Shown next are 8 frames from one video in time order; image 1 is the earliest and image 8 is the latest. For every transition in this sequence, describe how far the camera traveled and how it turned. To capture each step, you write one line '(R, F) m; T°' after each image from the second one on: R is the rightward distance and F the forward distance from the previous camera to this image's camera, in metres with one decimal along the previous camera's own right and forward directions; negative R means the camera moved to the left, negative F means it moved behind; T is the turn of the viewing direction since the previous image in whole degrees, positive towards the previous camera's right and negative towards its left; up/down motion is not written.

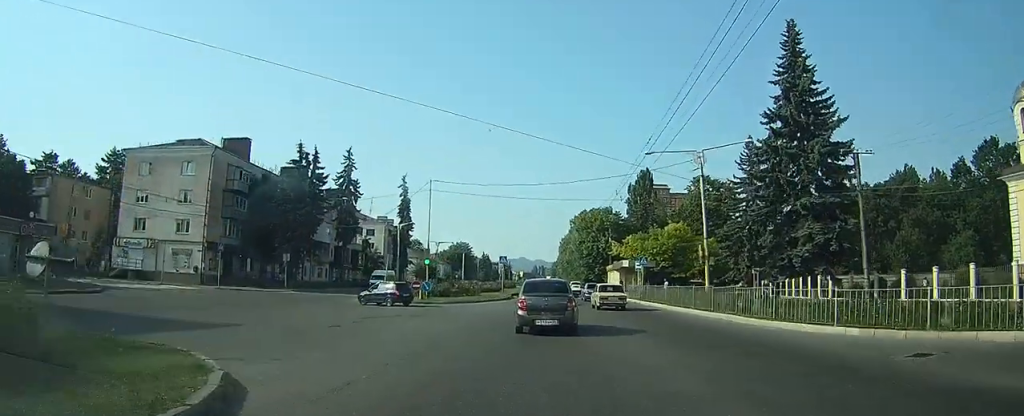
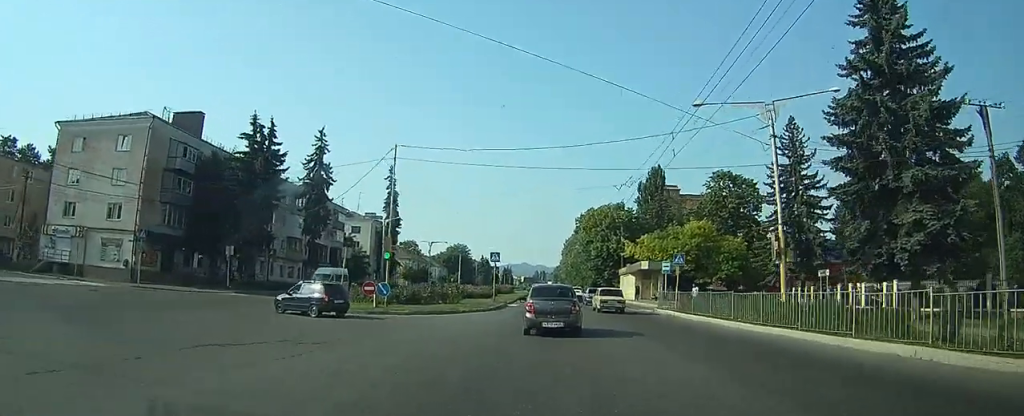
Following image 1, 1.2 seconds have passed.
(+0.1, +11.7) m; +1°
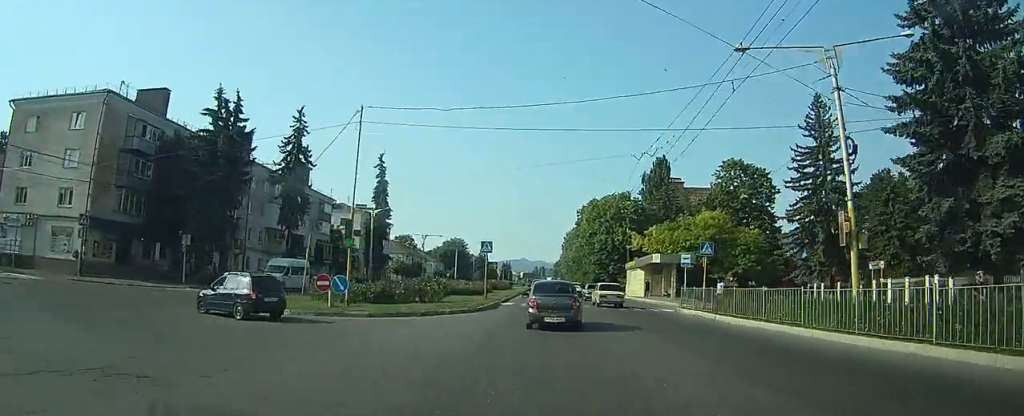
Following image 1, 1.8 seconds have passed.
(0.0, +6.5) m; +1°
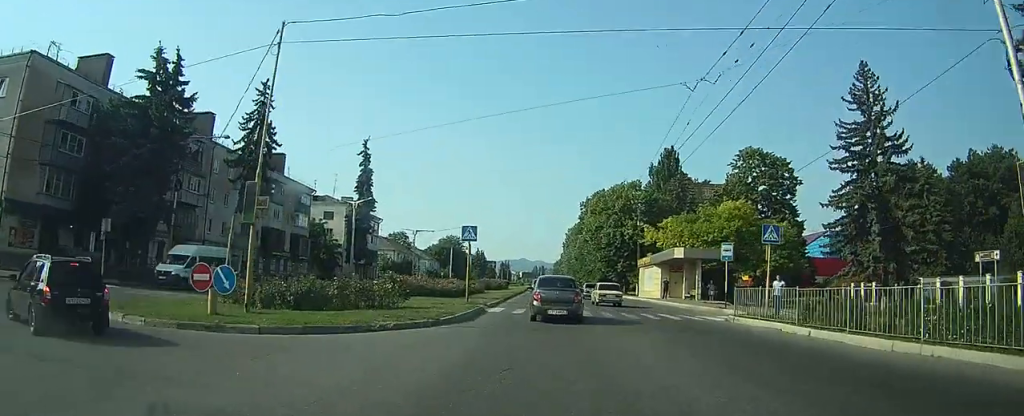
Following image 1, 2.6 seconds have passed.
(0.0, +9.4) m; 0°
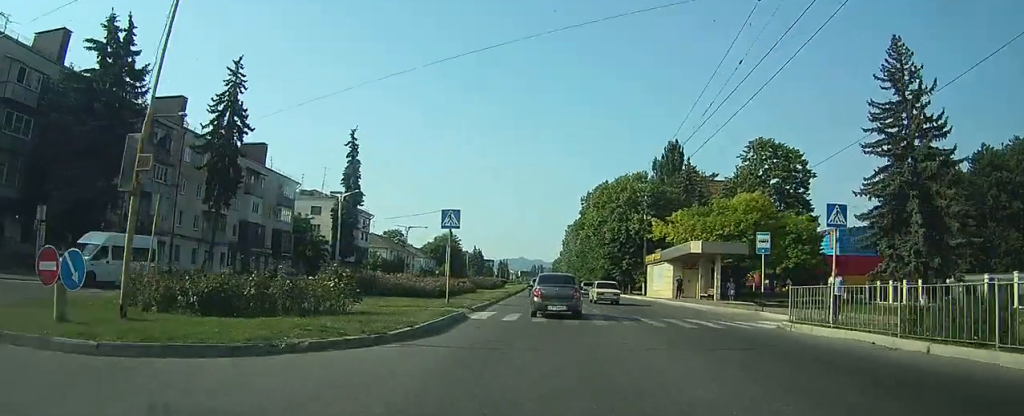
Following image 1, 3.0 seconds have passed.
(0.0, +5.7) m; 0°
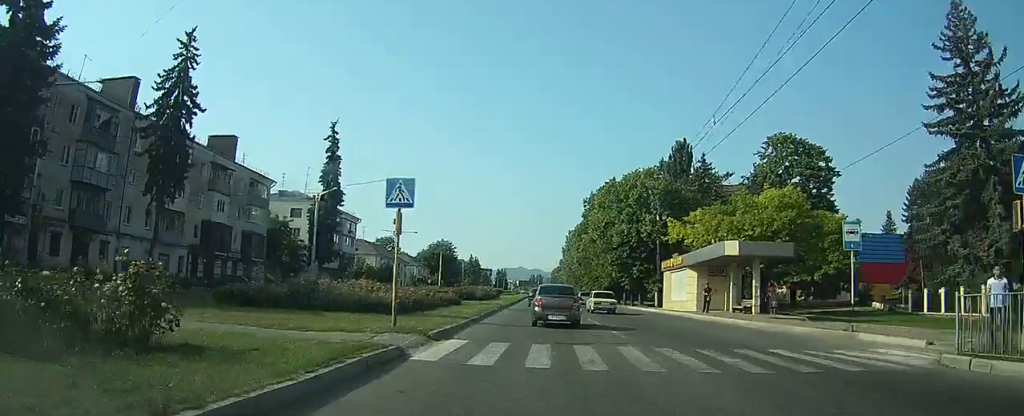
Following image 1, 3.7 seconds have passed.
(0.0, +8.3) m; 0°
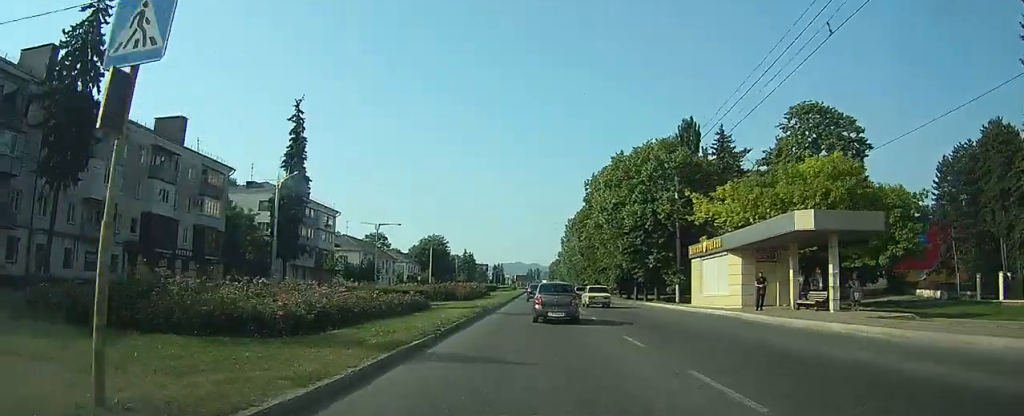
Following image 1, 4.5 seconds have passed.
(-0.1, +10.2) m; +1°
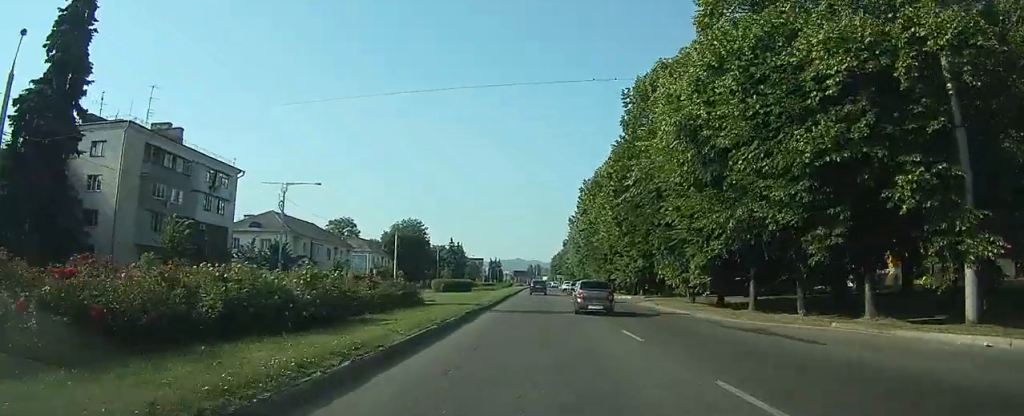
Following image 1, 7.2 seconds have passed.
(+0.7, +28.3) m; +1°
